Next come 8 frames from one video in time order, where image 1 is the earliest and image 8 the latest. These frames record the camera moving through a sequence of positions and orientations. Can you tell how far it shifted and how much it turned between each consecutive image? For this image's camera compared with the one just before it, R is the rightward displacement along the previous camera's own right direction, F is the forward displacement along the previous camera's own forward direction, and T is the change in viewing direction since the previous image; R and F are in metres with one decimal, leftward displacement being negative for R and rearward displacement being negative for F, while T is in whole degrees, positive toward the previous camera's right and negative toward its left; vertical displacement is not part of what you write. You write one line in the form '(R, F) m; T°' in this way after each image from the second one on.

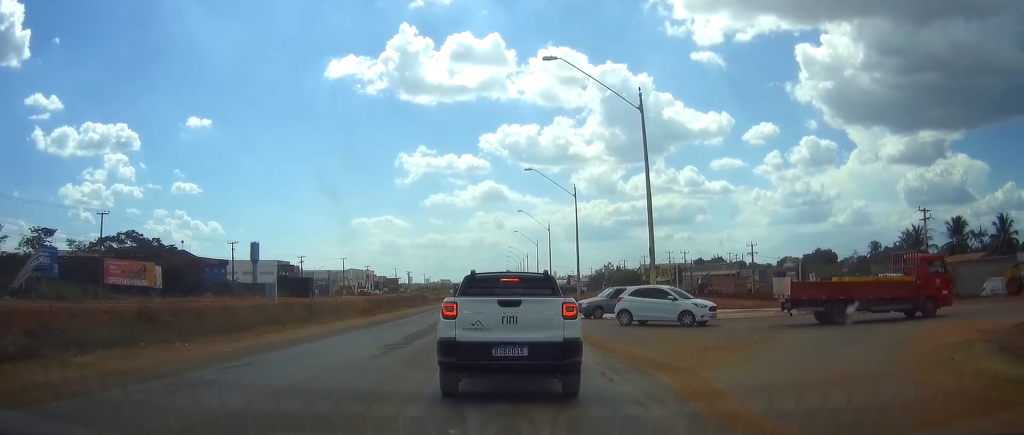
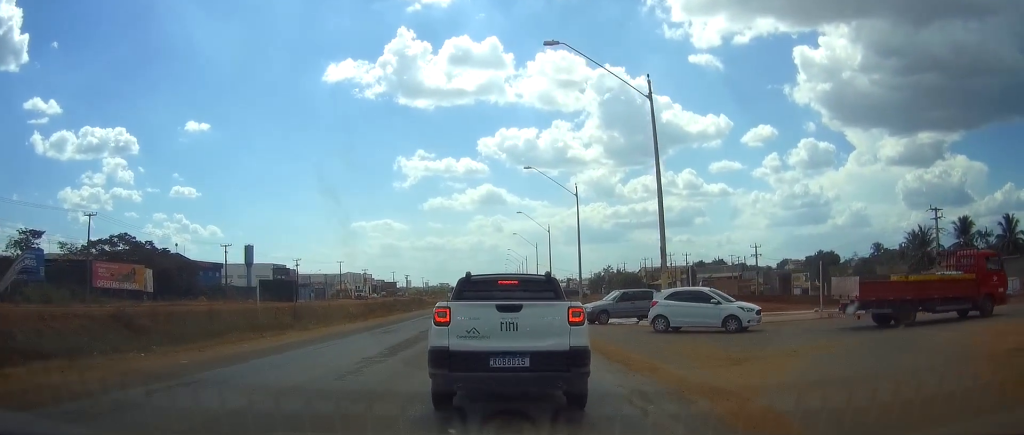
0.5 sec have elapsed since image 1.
(0.0, +2.8) m; +2°
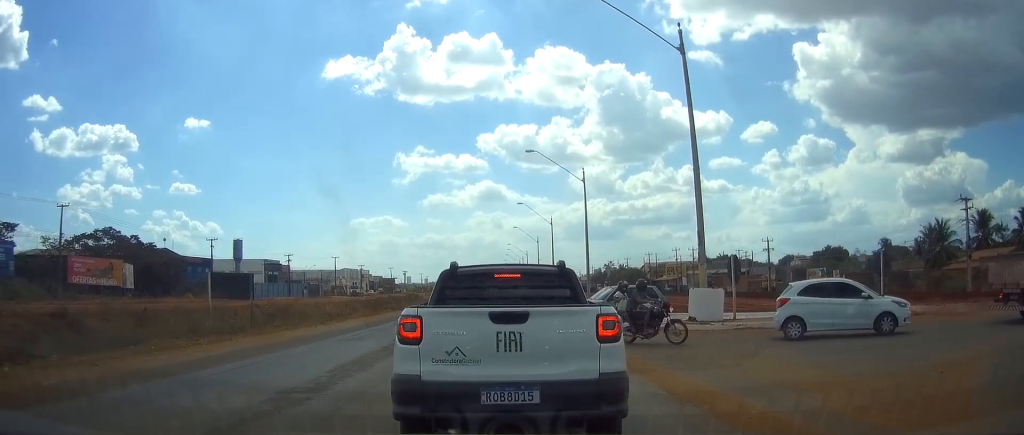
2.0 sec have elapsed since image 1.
(+0.5, +6.1) m; +5°
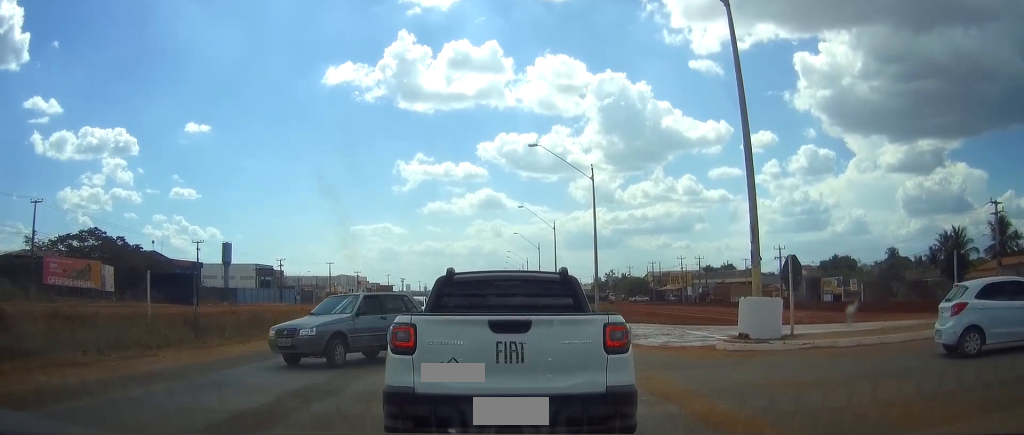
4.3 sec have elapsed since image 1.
(0.0, +4.6) m; +4°
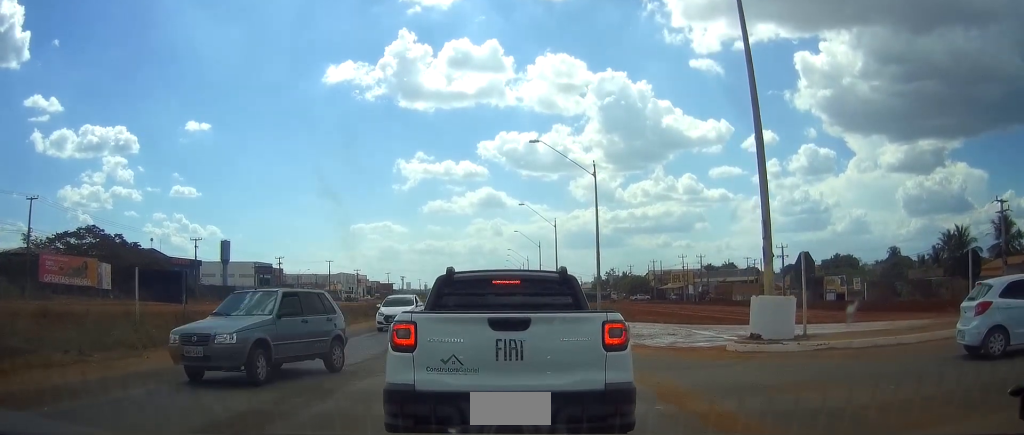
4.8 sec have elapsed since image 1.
(0.0, +0.7) m; +2°
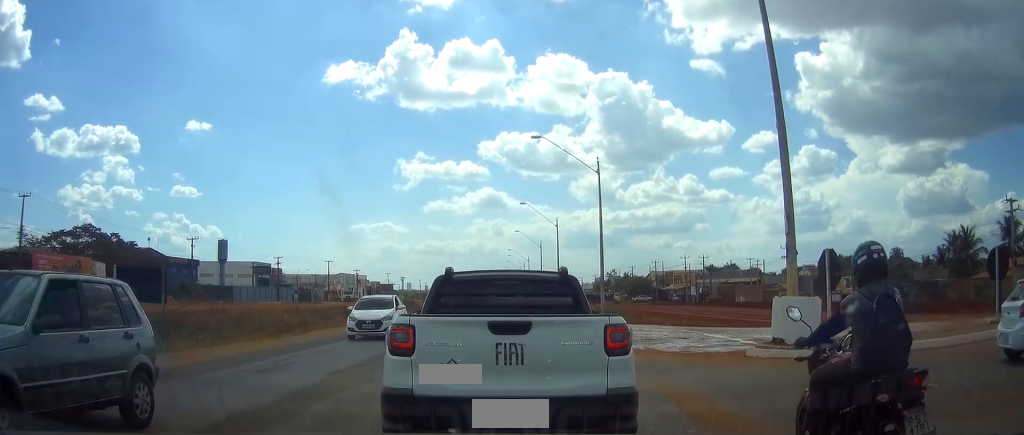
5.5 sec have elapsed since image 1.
(0.0, +1.2) m; +2°
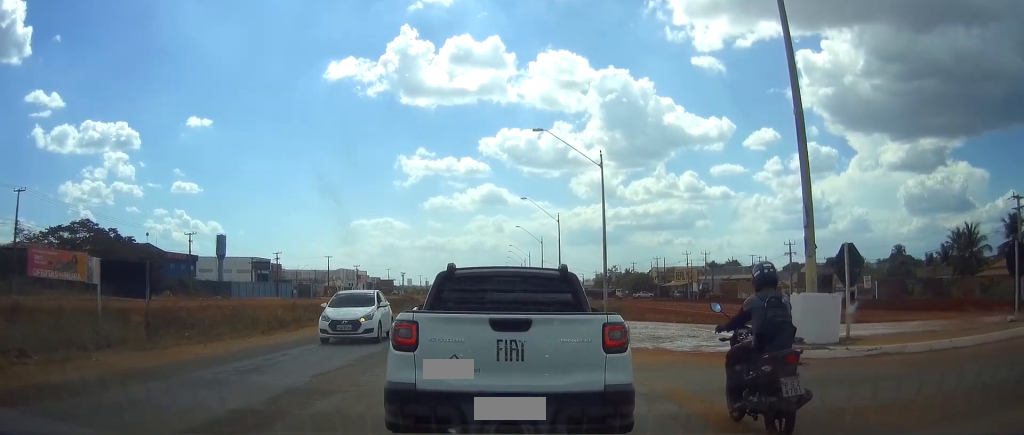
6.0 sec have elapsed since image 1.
(+0.1, +0.9) m; 0°
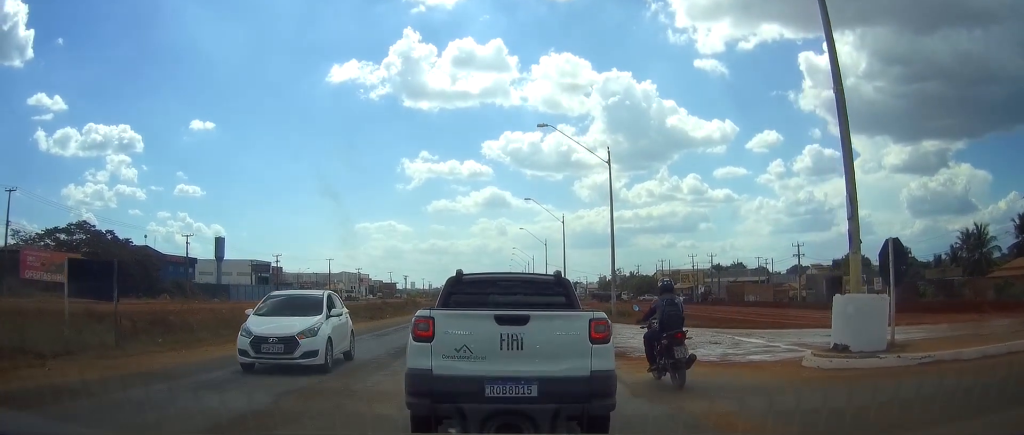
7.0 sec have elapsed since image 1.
(0.0, +1.8) m; -3°
